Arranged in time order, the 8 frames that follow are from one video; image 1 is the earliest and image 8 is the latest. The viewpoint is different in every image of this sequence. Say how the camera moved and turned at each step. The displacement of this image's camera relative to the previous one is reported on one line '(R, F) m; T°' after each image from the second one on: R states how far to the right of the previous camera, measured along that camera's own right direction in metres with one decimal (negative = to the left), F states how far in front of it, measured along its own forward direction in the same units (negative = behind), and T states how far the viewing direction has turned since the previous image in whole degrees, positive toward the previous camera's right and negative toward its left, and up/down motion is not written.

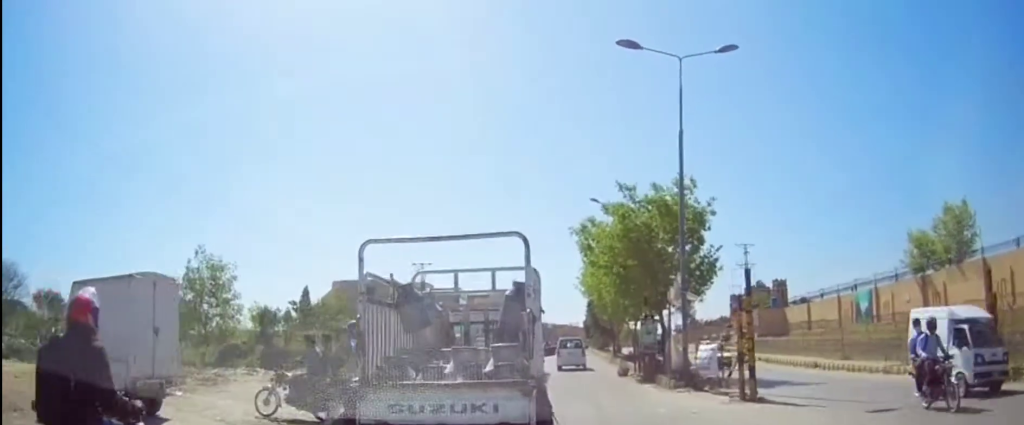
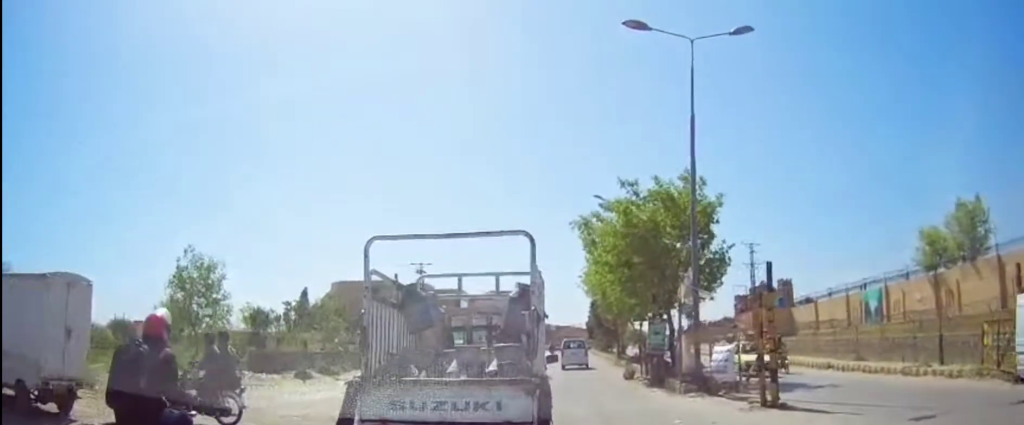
(-0.1, +1.7) m; 0°
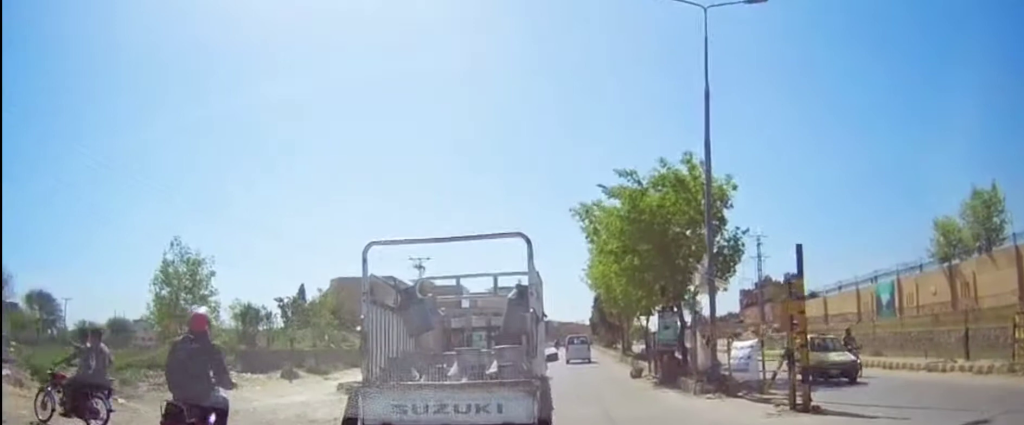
(+0.2, +1.9) m; +4°
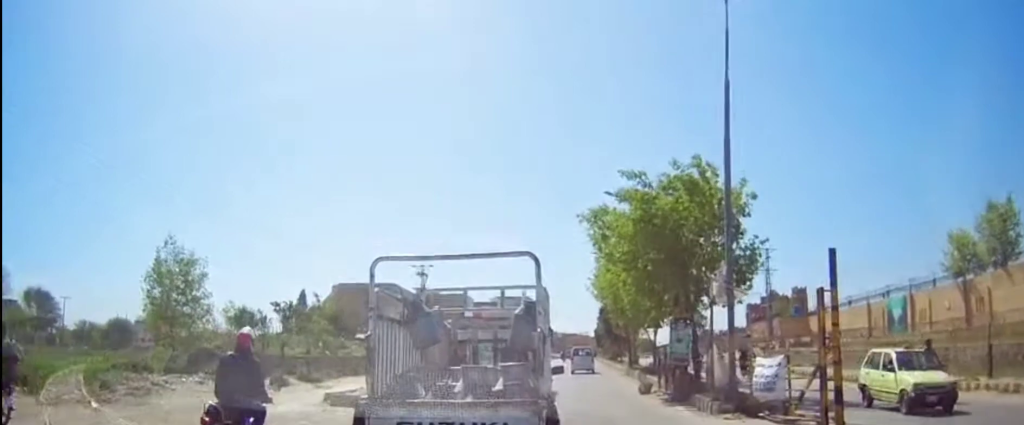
(0.0, +1.6) m; +3°
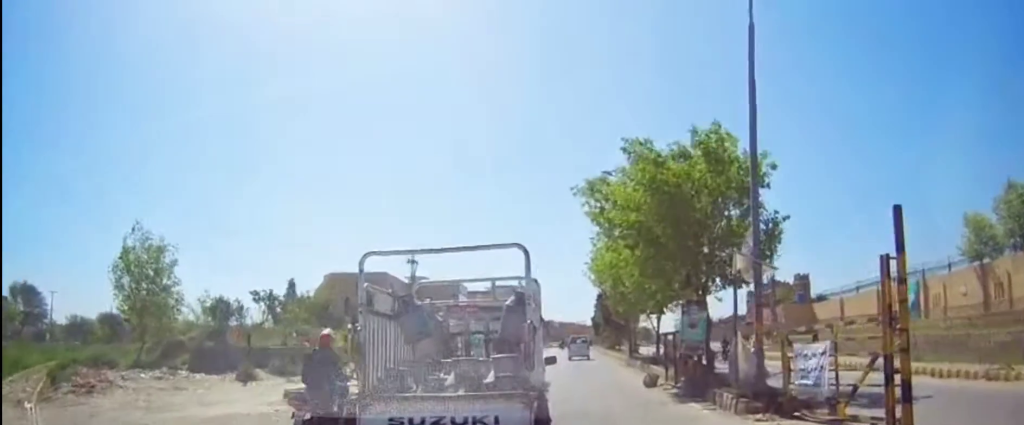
(0.0, +2.8) m; +3°
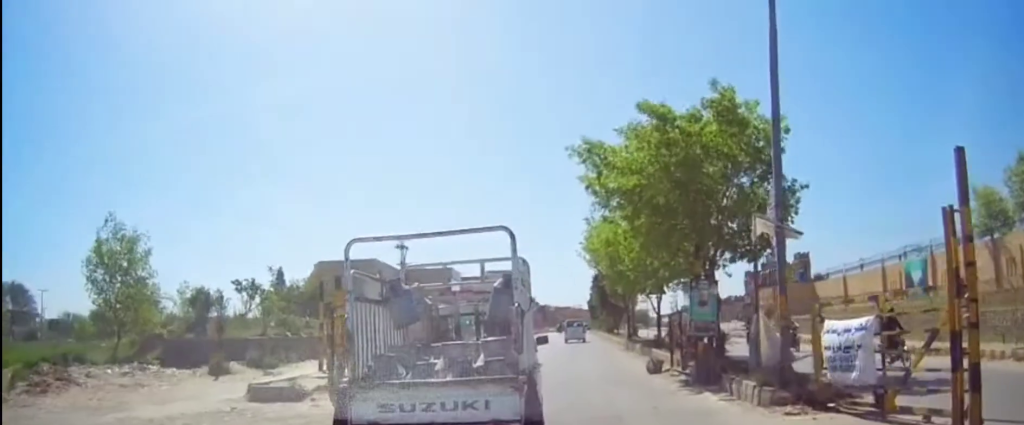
(+0.2, +2.0) m; -3°
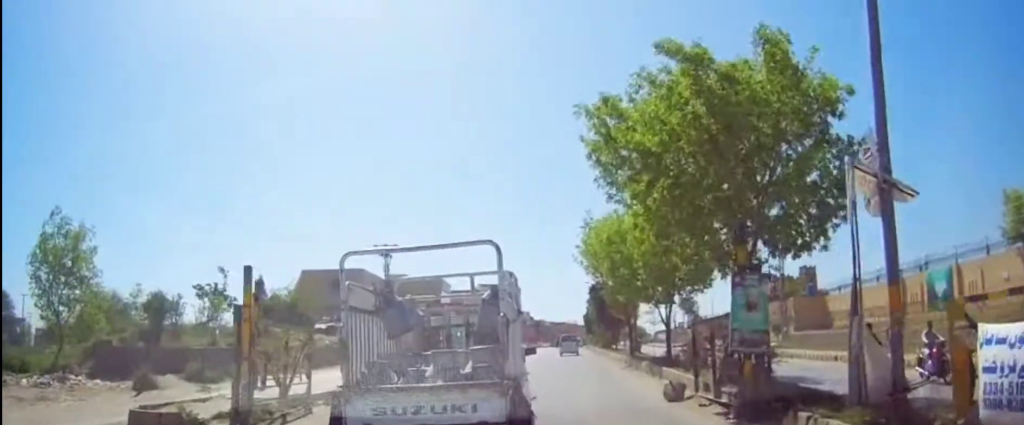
(-0.4, +4.5) m; -3°
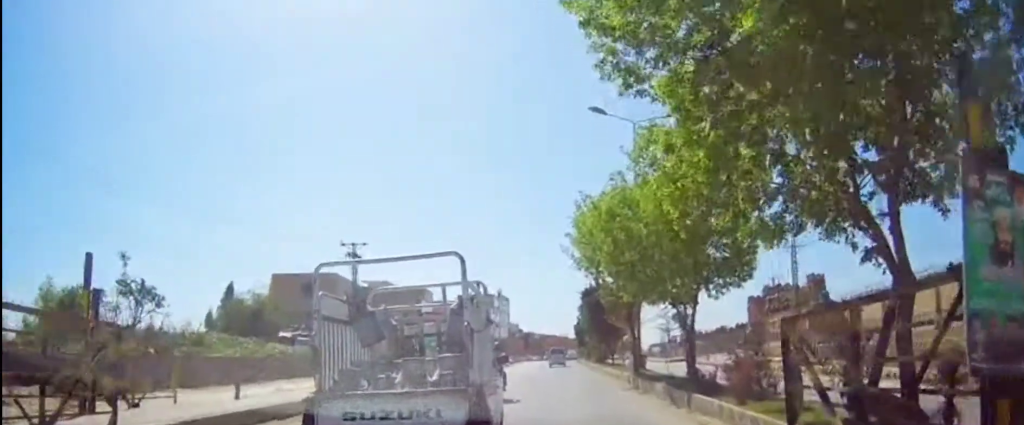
(+0.4, +7.5) m; +11°
